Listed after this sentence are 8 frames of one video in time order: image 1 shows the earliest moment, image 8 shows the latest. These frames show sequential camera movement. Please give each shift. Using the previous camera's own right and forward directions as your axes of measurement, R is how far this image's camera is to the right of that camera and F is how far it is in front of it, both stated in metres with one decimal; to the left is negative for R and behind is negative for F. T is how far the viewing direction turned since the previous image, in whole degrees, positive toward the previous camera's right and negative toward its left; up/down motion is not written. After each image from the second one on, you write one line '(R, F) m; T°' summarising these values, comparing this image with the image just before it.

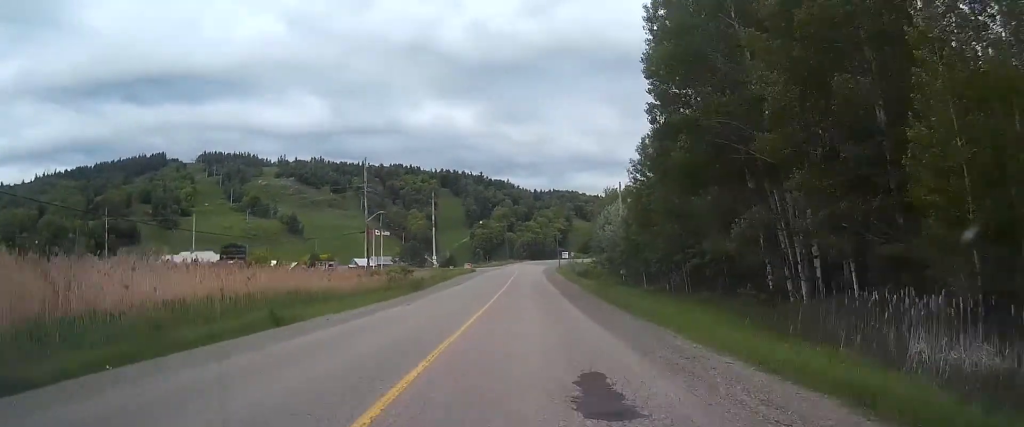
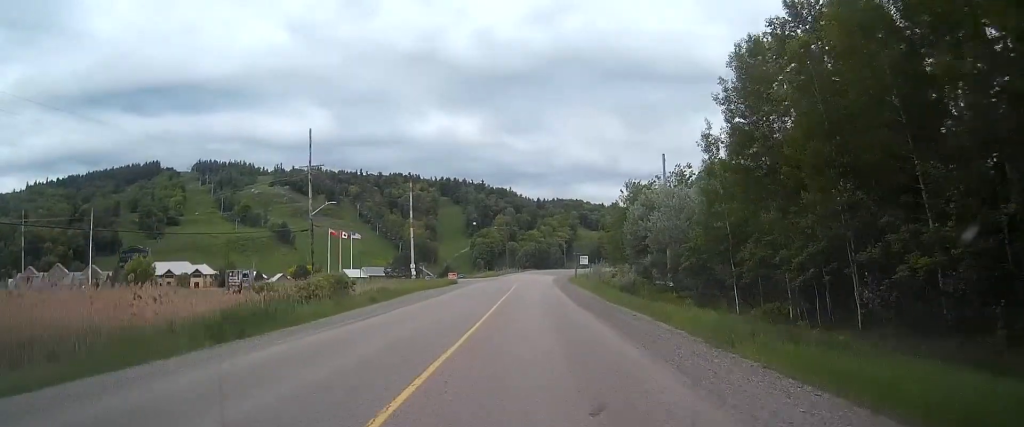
(+0.3, +30.2) m; +1°
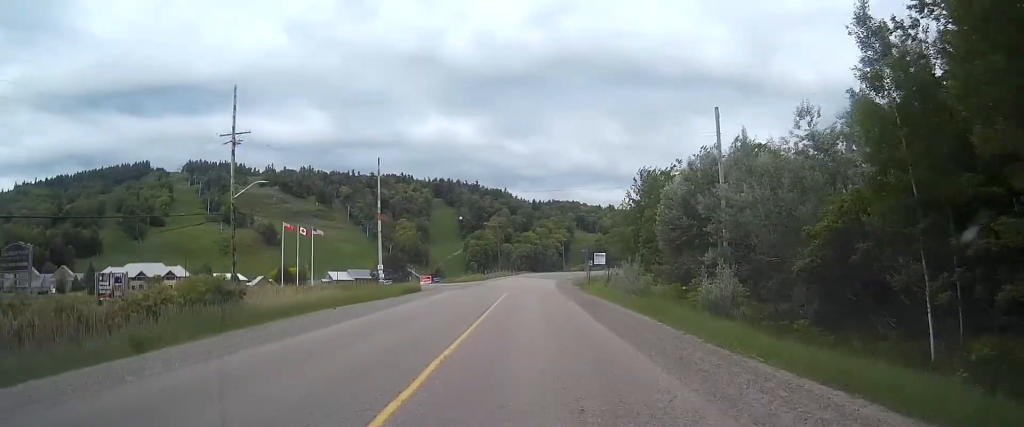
(+0.1, +20.6) m; 0°
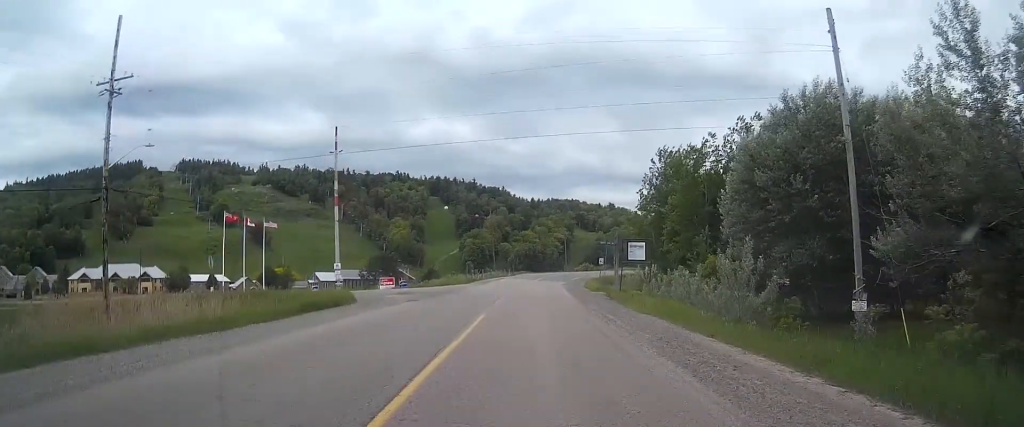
(-0.1, +19.4) m; 0°
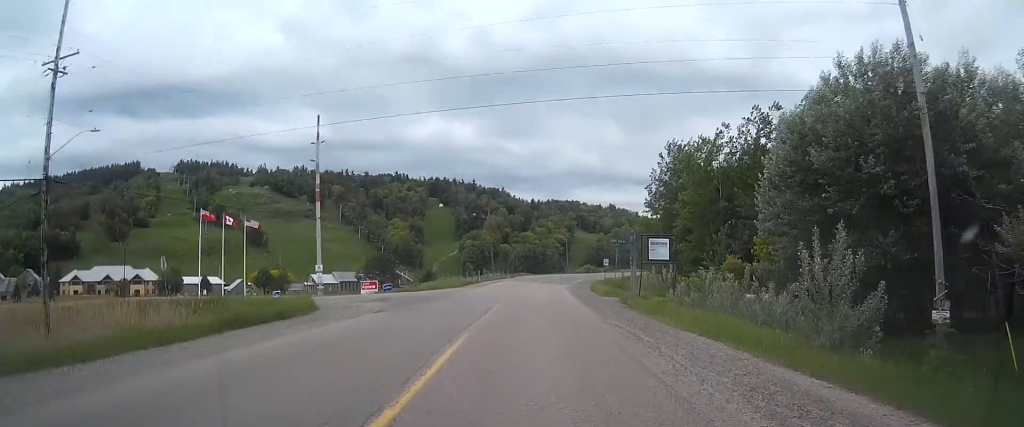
(+0.1, +6.3) m; 0°
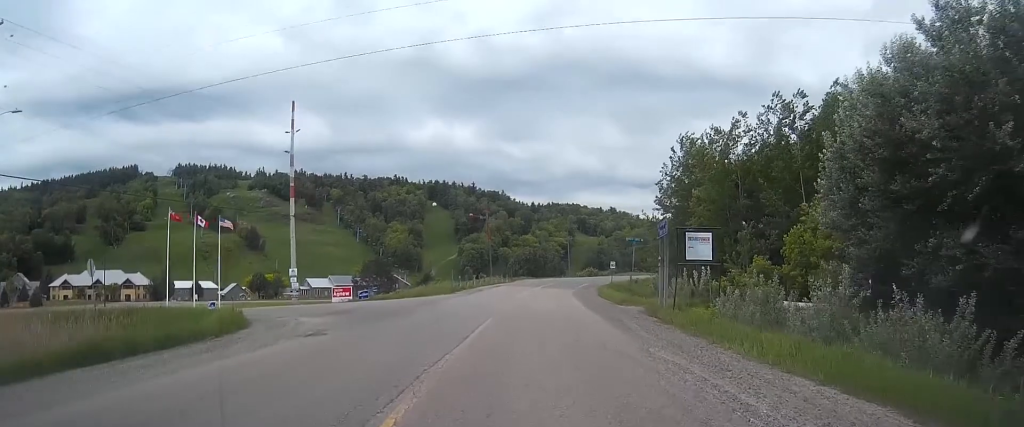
(0.0, +7.7) m; -1°
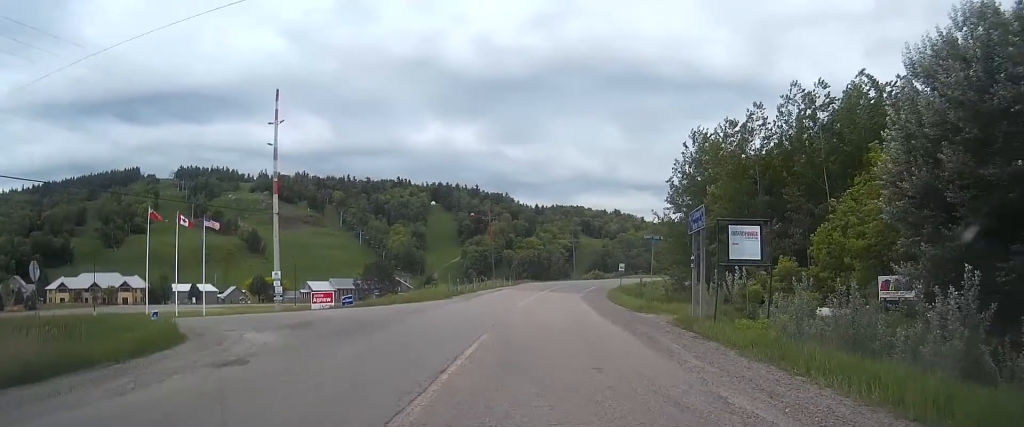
(0.0, +5.2) m; -1°
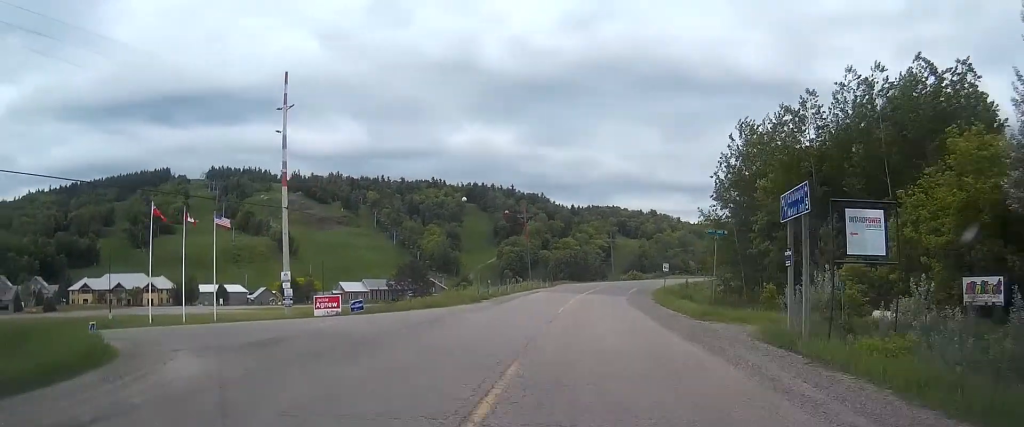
(0.0, +5.6) m; -4°
